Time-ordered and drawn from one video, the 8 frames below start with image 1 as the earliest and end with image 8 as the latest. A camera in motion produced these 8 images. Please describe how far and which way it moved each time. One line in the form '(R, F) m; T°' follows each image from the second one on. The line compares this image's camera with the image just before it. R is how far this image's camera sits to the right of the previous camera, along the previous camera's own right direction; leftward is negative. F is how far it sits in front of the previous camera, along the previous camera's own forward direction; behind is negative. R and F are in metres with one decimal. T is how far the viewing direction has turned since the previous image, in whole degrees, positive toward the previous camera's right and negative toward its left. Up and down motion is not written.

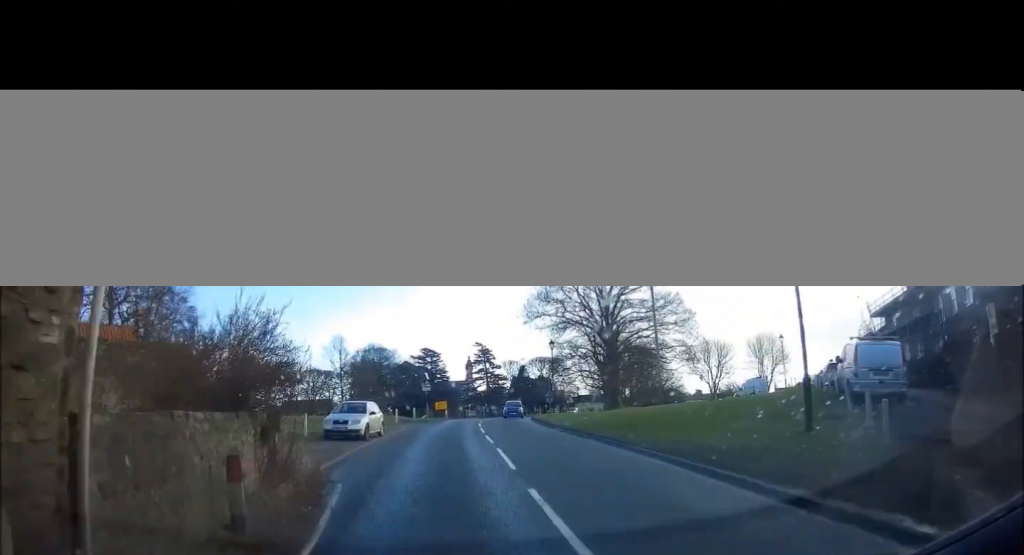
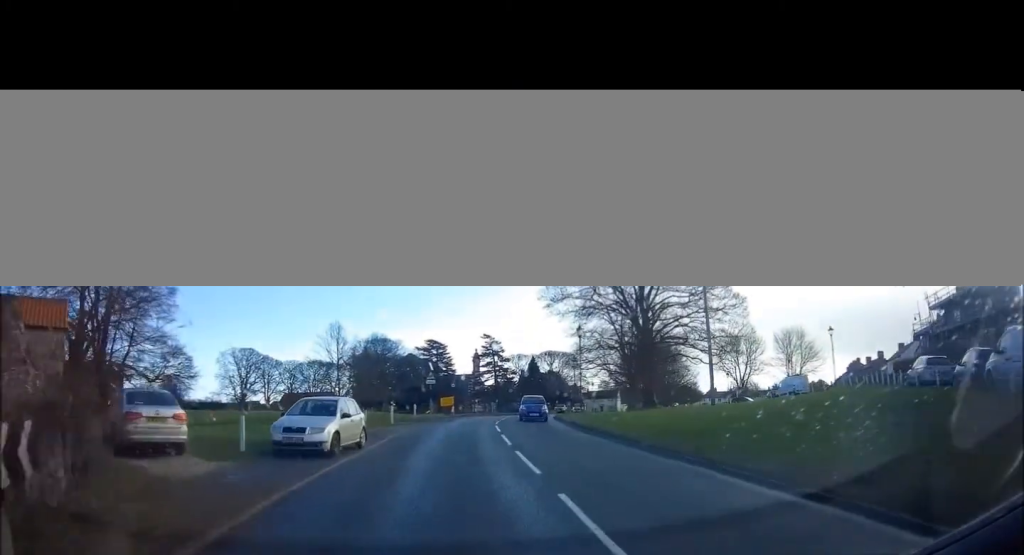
(-0.1, +6.2) m; 0°
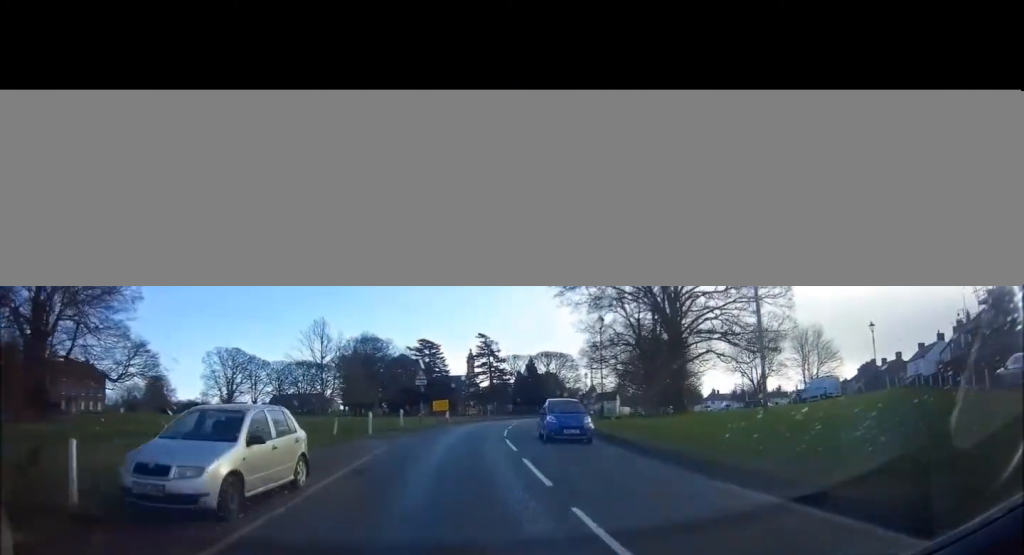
(0.0, +6.0) m; +1°
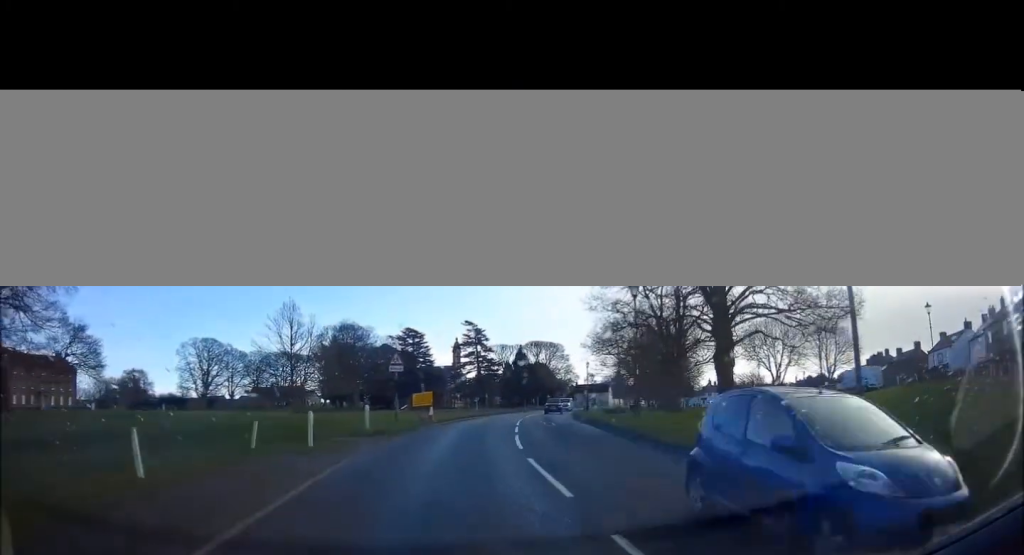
(0.0, +7.3) m; +2°
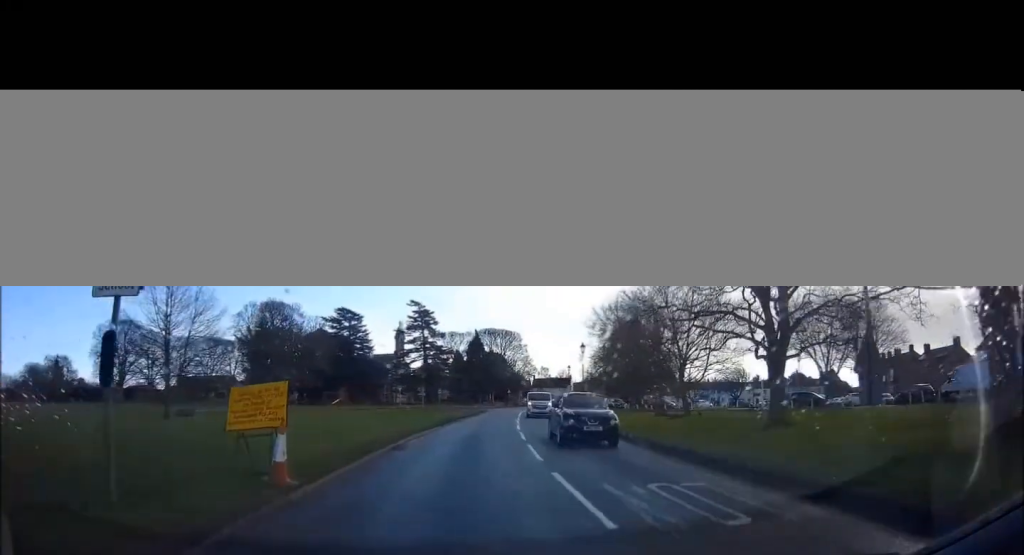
(+0.9, +18.3) m; +6°
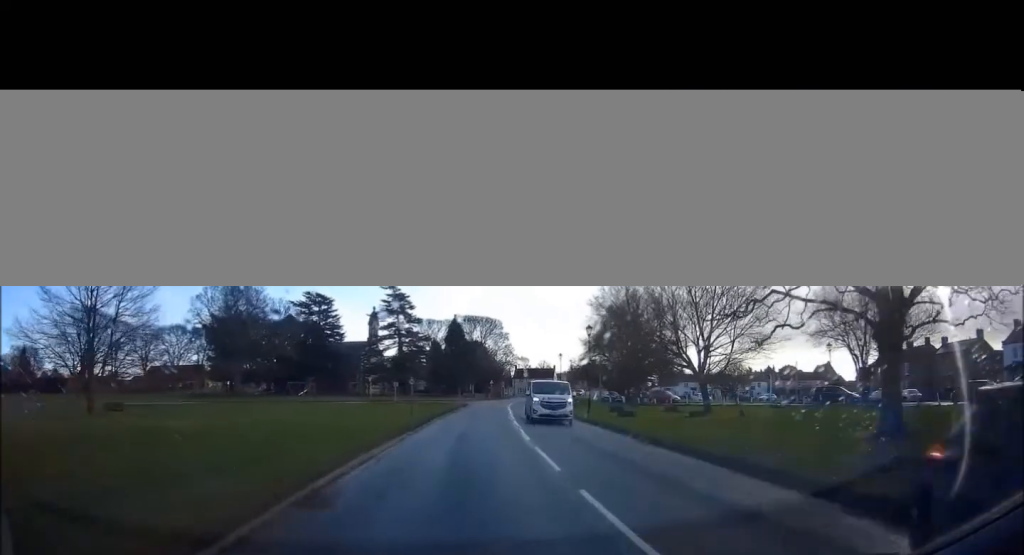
(+0.2, +8.1) m; +2°
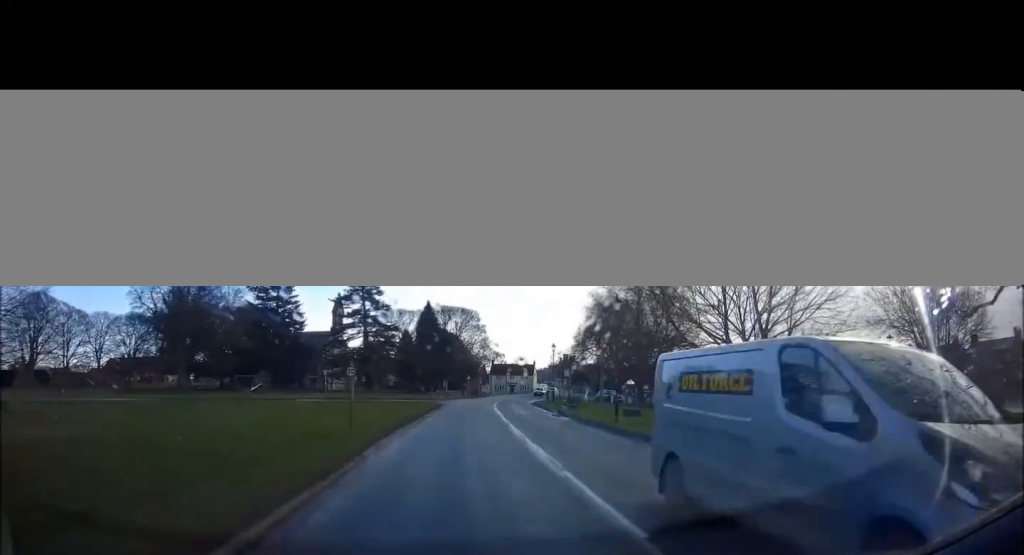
(+0.2, +10.4) m; +2°
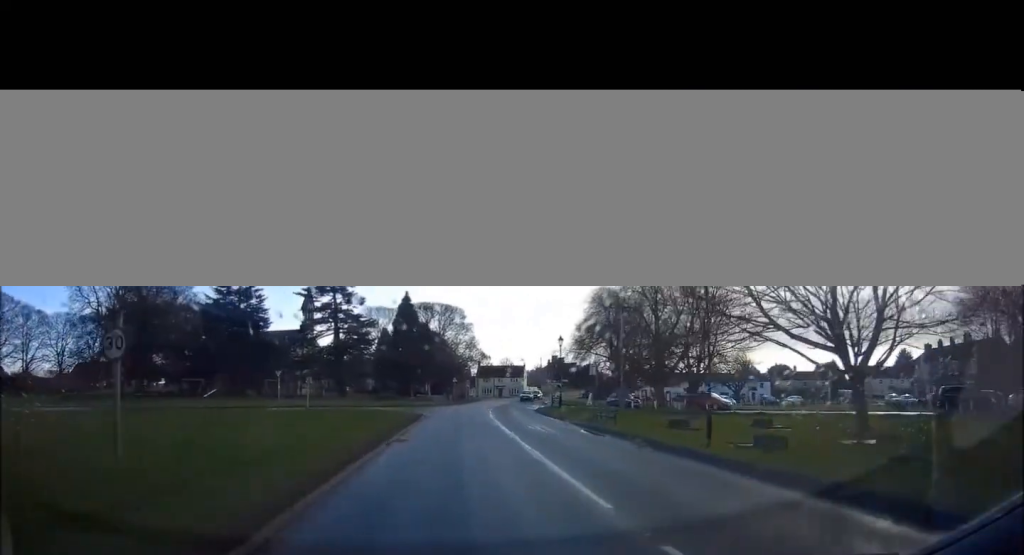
(+0.1, +10.1) m; +2°
